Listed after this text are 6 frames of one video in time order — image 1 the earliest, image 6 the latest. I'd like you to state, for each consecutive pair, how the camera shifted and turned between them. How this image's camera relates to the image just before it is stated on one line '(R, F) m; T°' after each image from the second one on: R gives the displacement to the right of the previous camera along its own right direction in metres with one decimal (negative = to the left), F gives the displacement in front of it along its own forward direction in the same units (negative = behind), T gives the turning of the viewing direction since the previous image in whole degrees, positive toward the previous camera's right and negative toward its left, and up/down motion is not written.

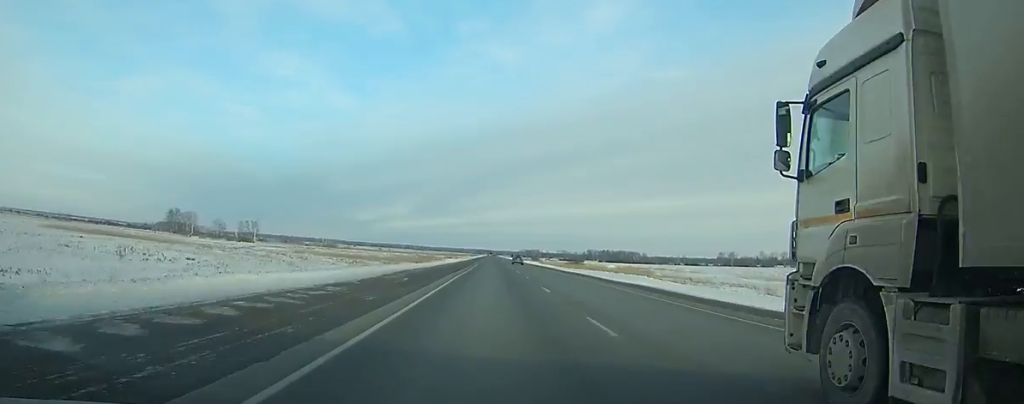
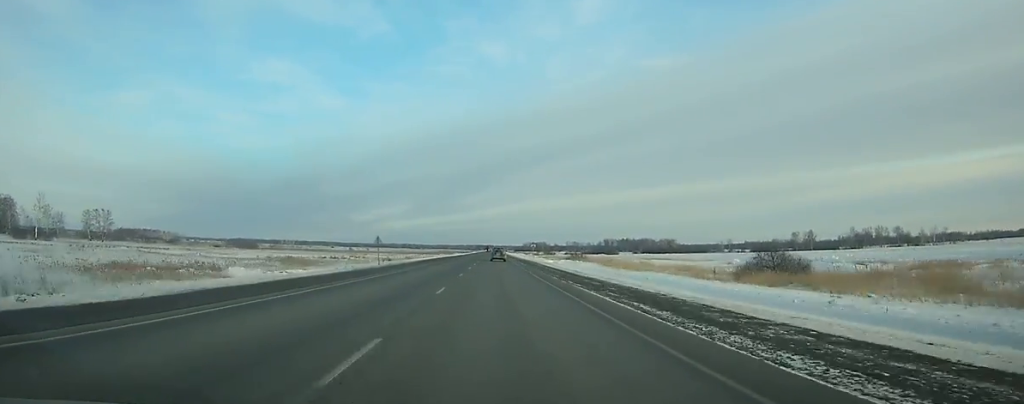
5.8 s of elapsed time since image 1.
(+1.5, +156.8) m; 0°
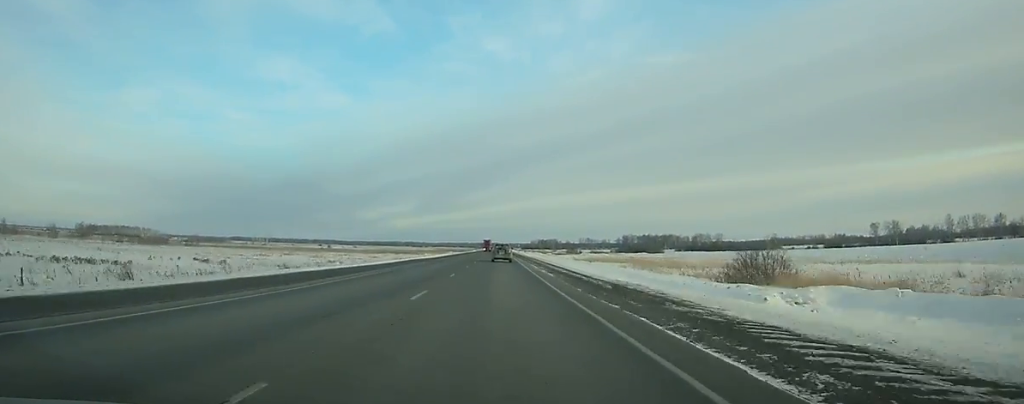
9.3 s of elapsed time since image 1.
(-0.4, +96.6) m; 0°
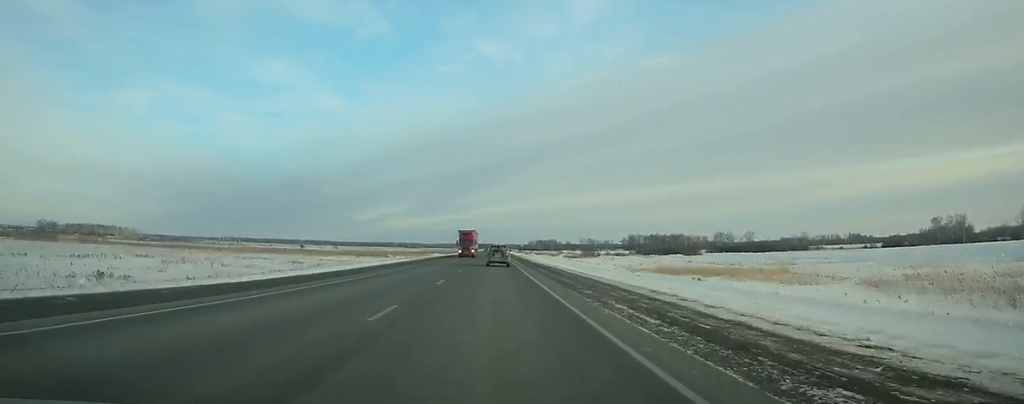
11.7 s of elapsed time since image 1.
(0.0, +64.3) m; 0°
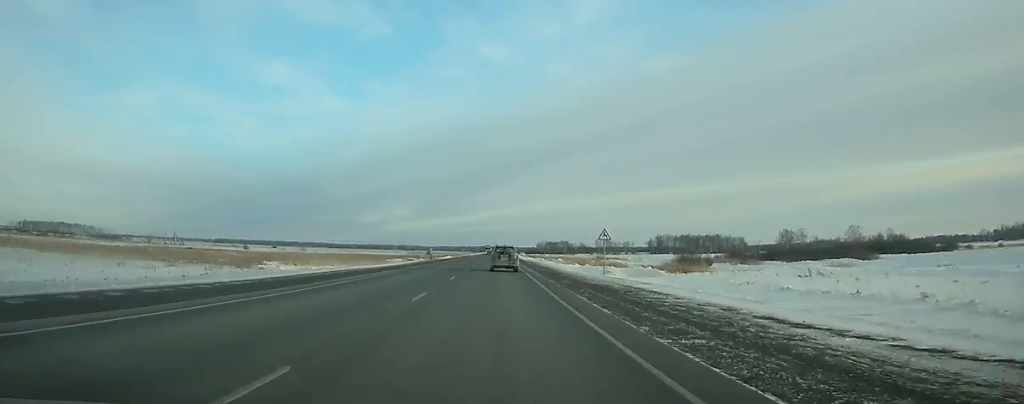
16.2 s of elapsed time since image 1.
(0.0, +116.7) m; 0°
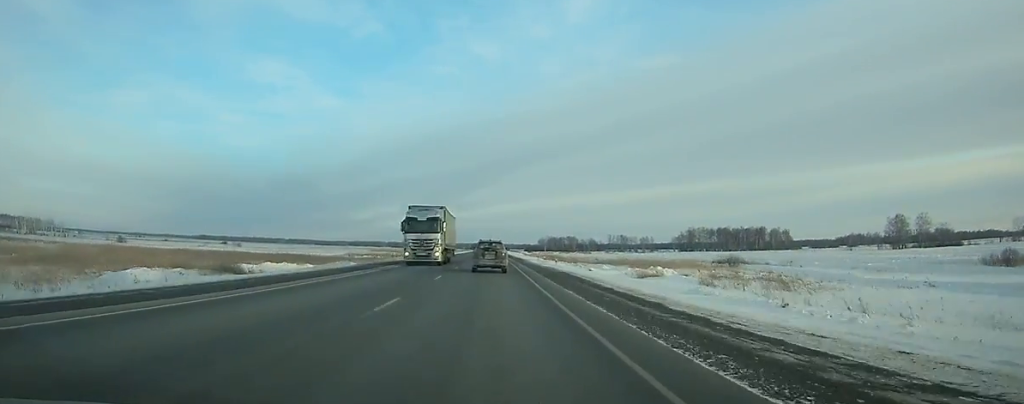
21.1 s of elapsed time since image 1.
(+0.5, +122.3) m; 0°
